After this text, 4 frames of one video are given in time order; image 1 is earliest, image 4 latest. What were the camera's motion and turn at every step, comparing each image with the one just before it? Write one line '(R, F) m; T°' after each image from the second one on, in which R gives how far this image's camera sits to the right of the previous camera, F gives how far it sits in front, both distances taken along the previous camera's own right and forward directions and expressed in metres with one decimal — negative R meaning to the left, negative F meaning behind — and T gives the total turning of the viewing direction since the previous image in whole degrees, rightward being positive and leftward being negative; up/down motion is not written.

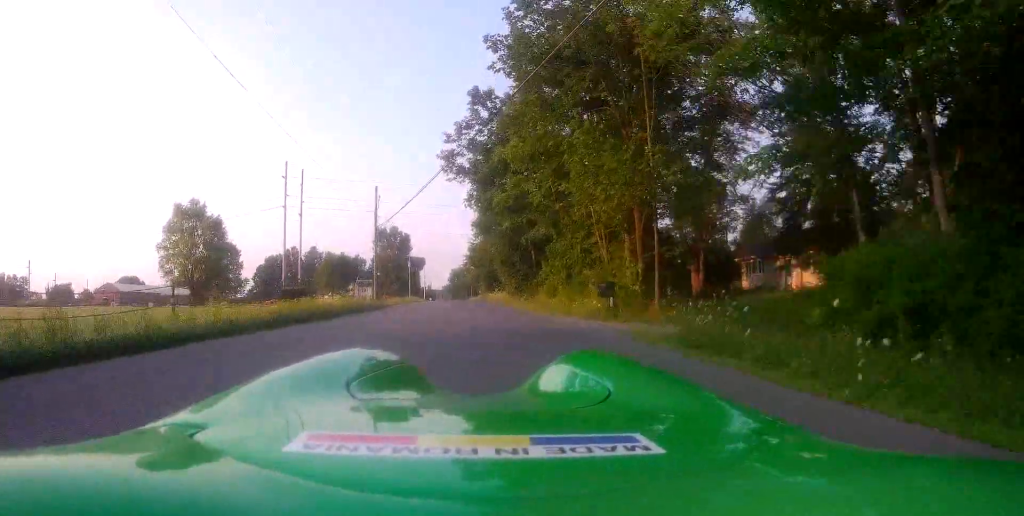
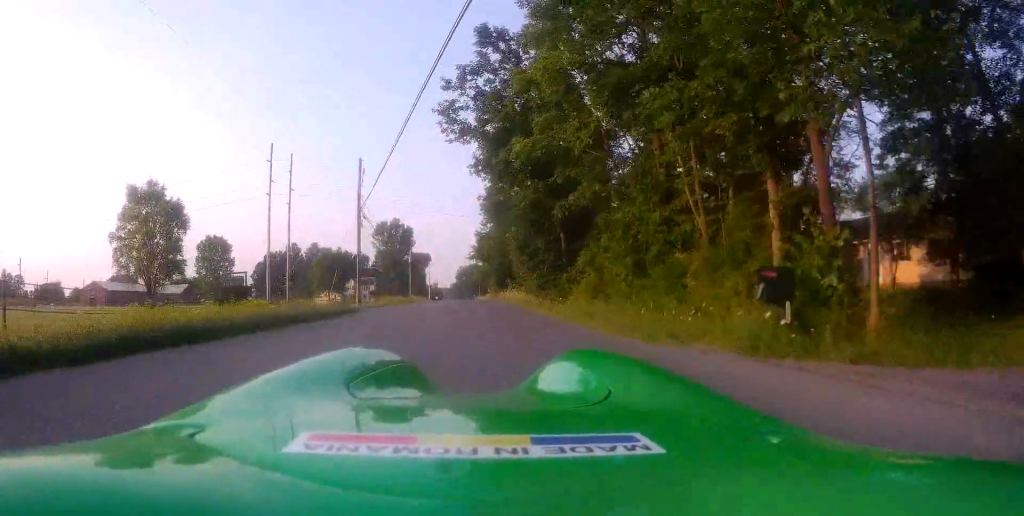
(-0.3, +10.4) m; -2°
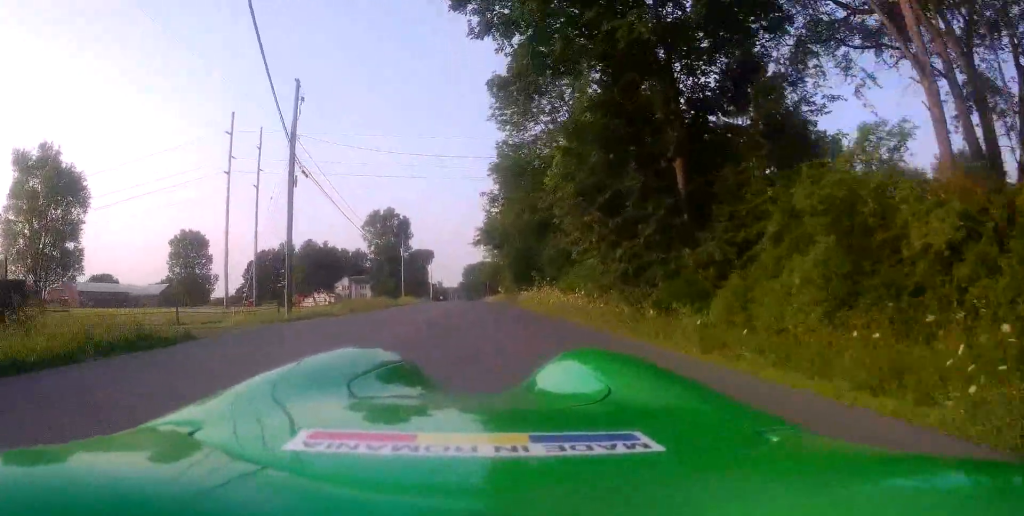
(0.0, +16.3) m; 0°
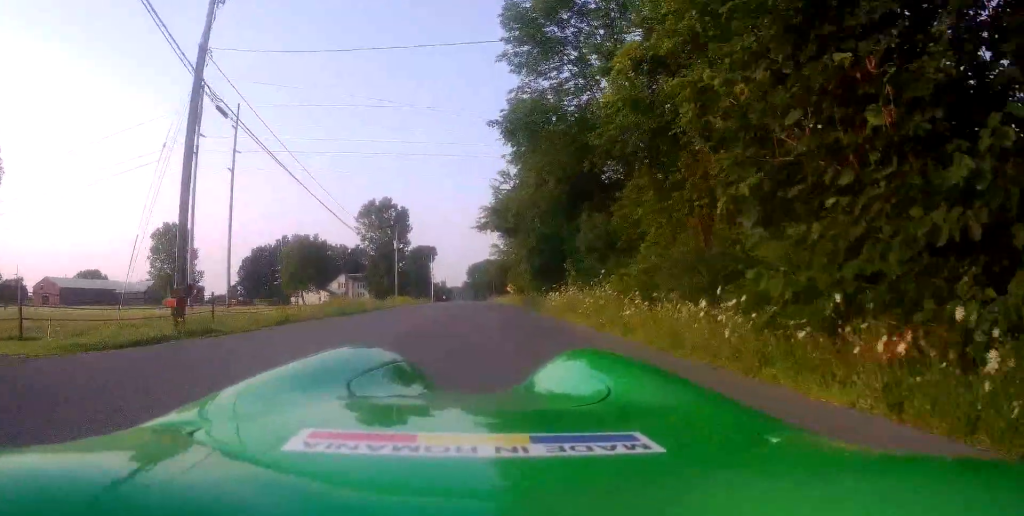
(0.0, +9.3) m; -2°
